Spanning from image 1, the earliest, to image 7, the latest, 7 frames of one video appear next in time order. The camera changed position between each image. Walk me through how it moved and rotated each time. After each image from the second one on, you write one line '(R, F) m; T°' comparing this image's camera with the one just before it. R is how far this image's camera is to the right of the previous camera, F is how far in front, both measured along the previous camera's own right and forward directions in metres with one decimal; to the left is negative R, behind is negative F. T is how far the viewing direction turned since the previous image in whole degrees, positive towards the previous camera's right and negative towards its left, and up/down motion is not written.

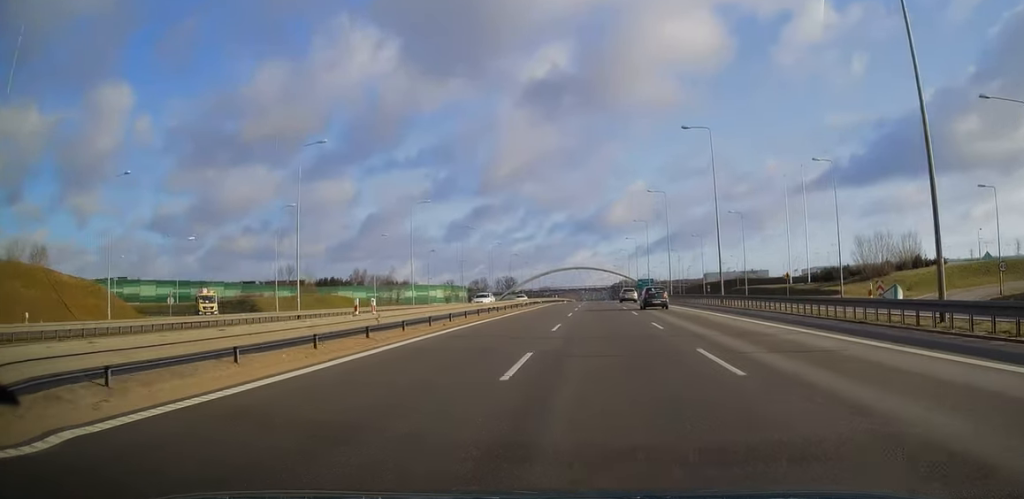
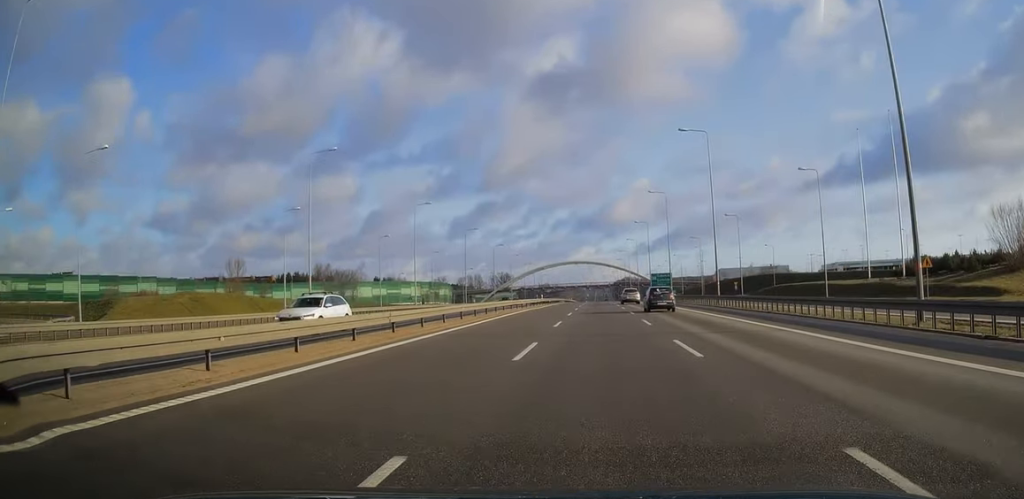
(-0.1, +32.7) m; 0°
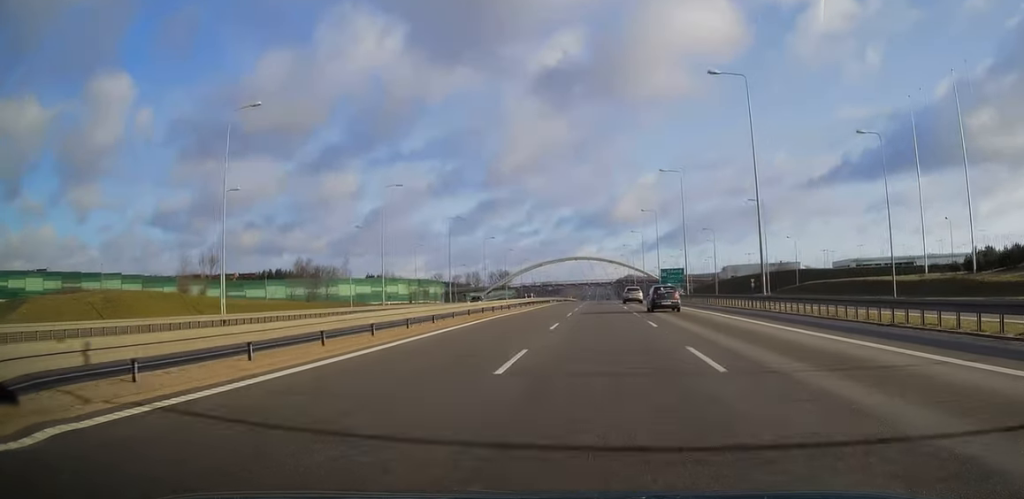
(0.0, +14.4) m; 0°
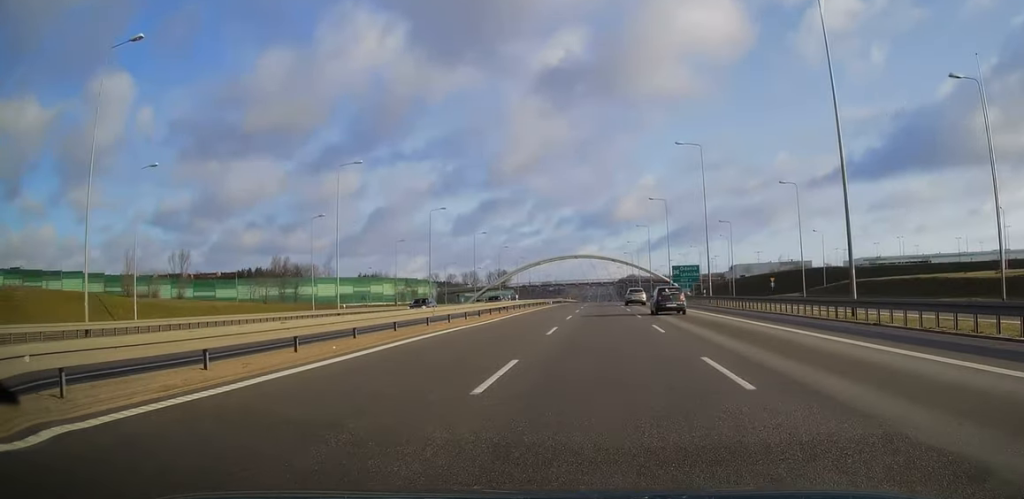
(0.0, +13.8) m; 0°
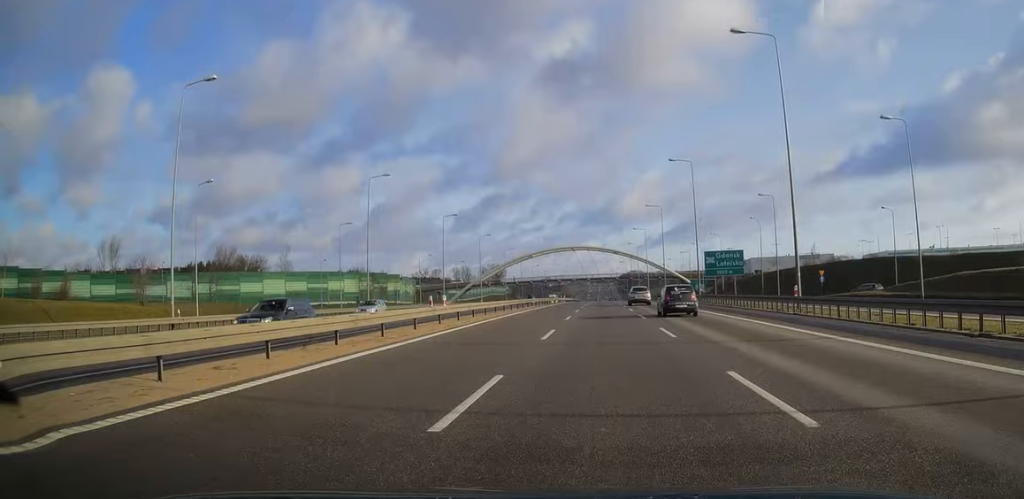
(-0.1, +26.1) m; 0°
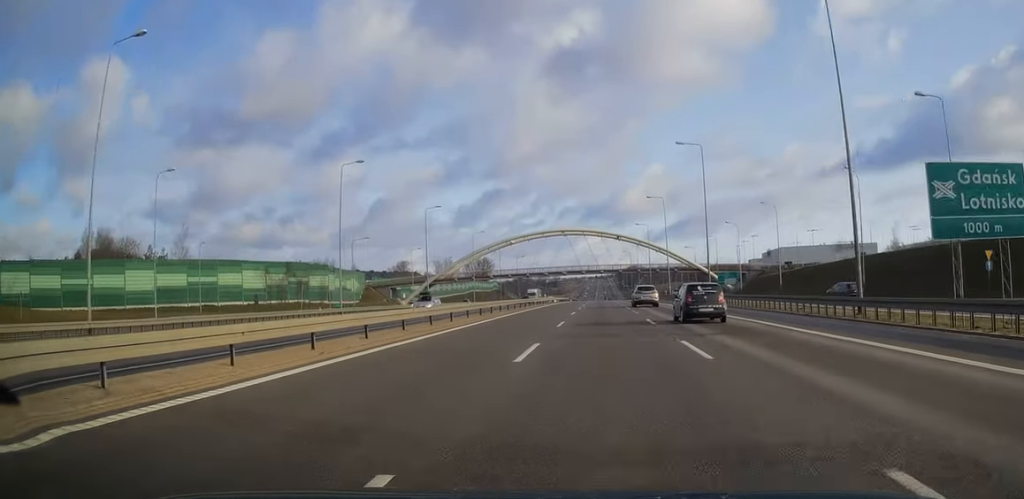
(-0.2, +41.5) m; 0°
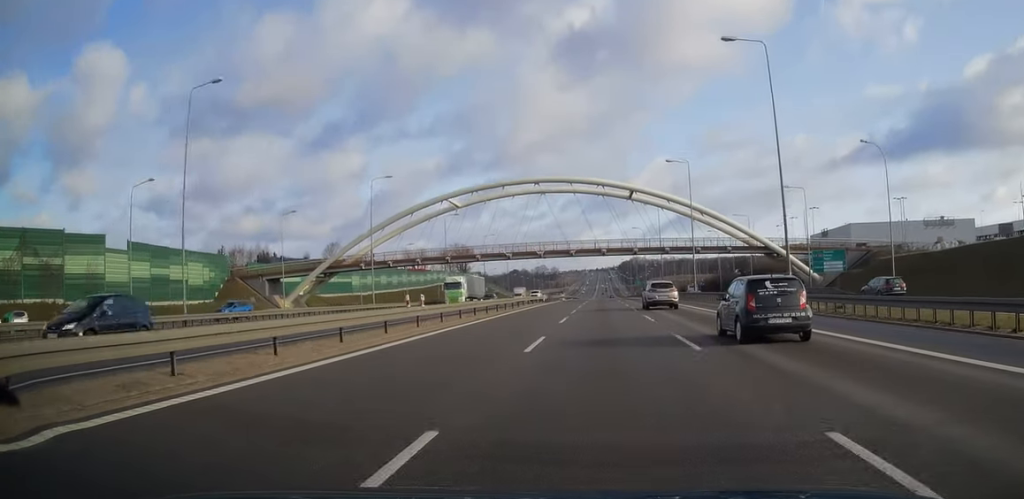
(0.0, +58.4) m; 0°
